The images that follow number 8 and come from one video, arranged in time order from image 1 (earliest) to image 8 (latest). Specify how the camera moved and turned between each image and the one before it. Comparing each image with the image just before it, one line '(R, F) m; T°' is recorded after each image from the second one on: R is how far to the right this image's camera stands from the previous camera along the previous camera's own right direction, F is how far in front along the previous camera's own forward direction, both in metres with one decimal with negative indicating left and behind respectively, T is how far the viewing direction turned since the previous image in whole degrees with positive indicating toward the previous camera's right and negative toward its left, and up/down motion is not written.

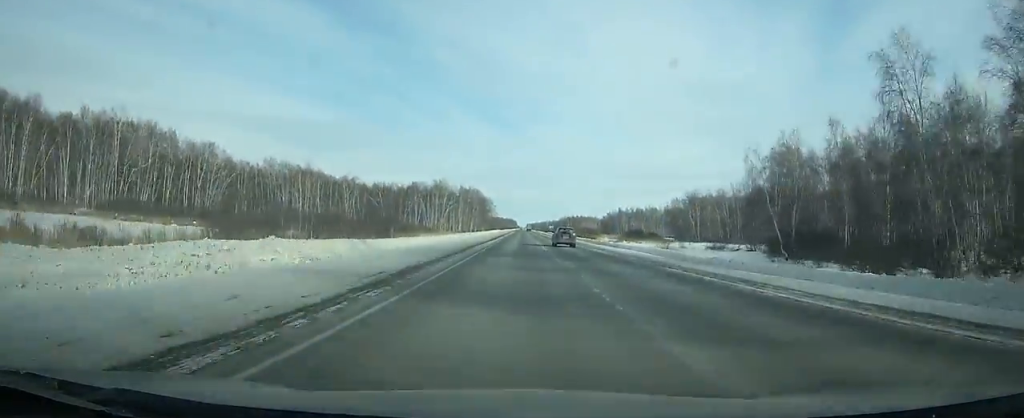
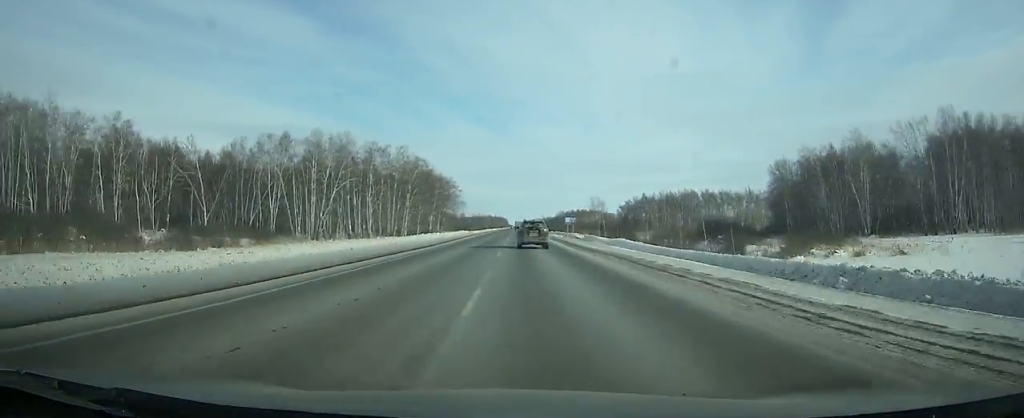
(+0.8, +111.7) m; 0°
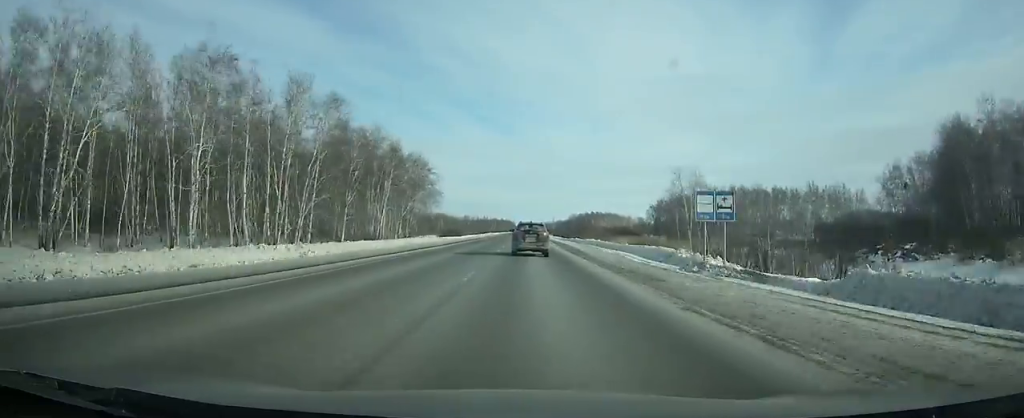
(+0.3, +58.8) m; 0°
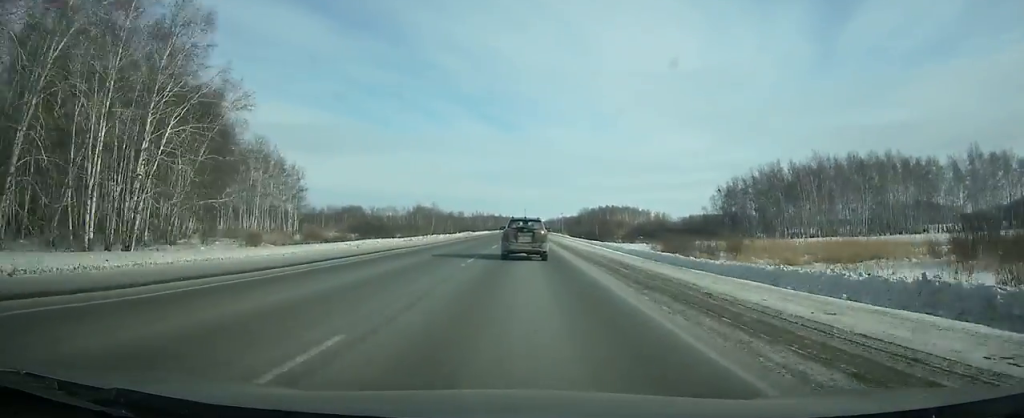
(-0.8, +92.5) m; -1°
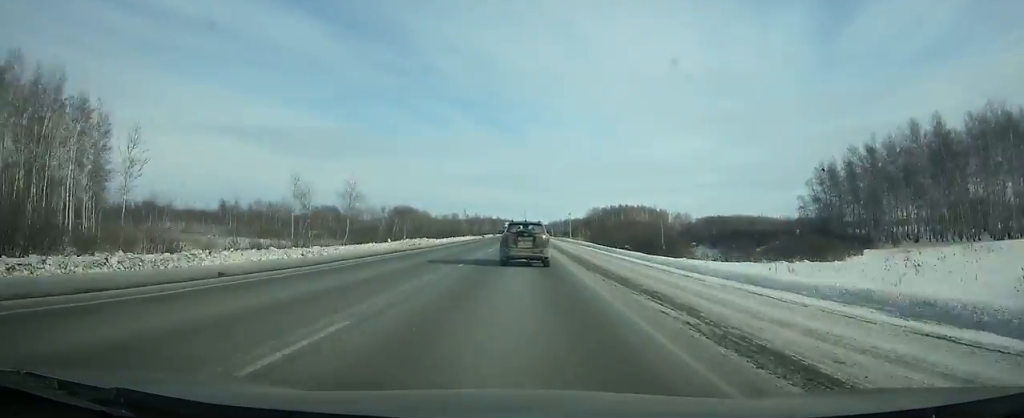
(0.0, +61.8) m; 0°
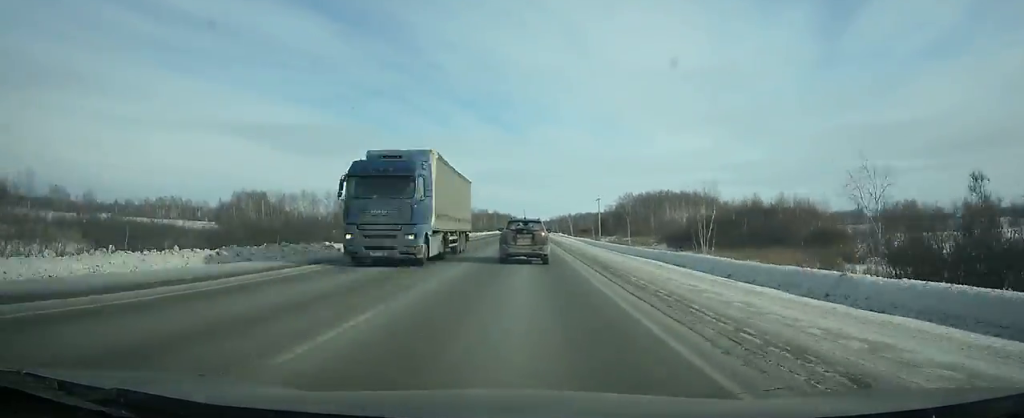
(-0.2, +113.8) m; 0°
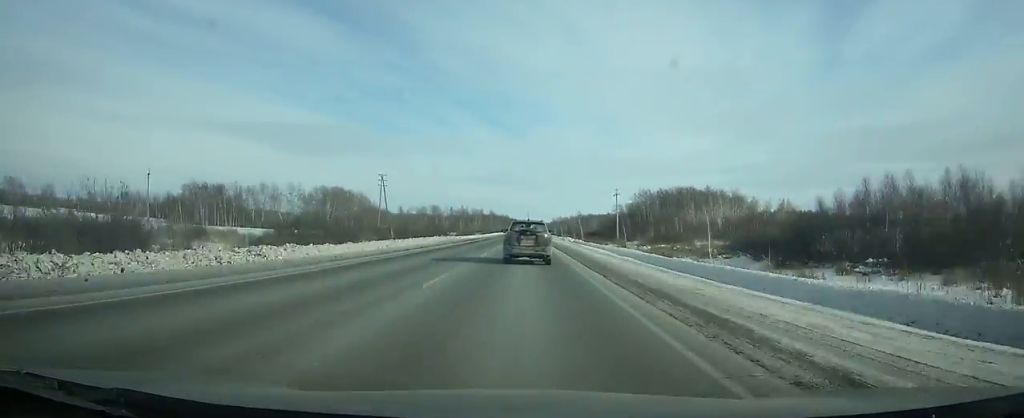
(0.0, +40.5) m; 0°
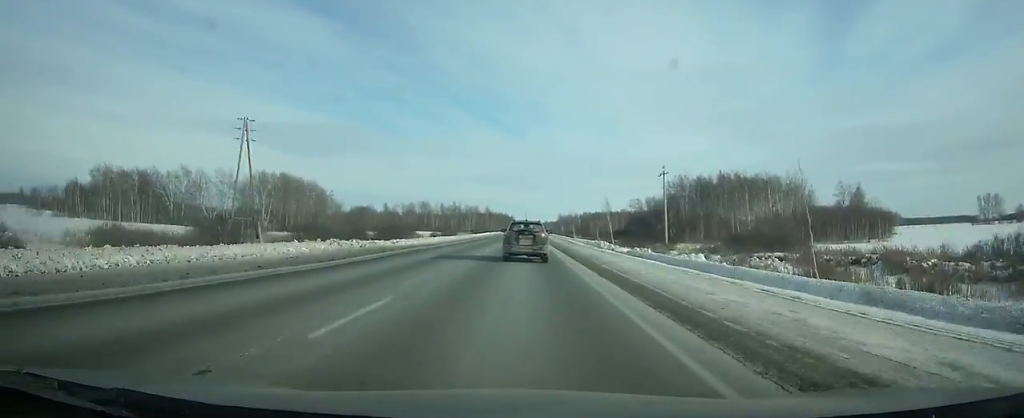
(0.0, +55.2) m; 0°
